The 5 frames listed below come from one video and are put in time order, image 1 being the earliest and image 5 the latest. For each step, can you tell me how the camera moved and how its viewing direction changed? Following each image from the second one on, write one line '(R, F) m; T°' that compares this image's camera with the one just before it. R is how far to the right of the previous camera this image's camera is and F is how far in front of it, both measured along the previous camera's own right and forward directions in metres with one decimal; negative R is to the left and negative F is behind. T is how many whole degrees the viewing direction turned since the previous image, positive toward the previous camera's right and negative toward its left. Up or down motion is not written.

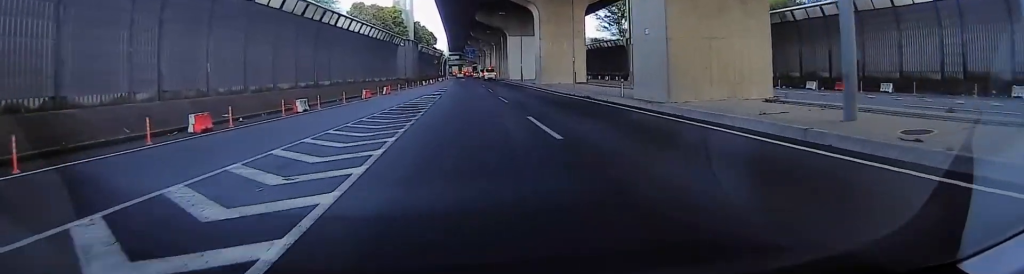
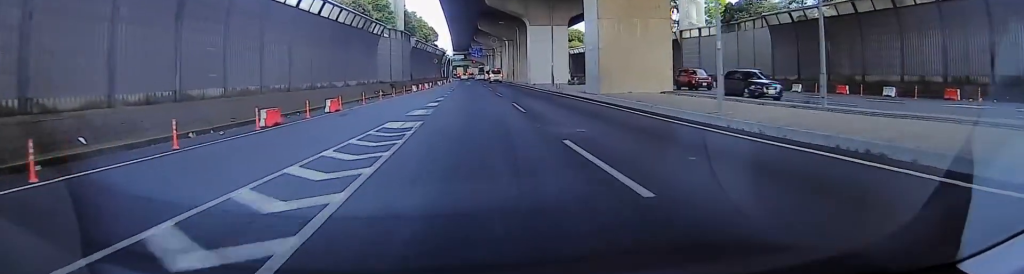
(+0.4, +20.8) m; 0°
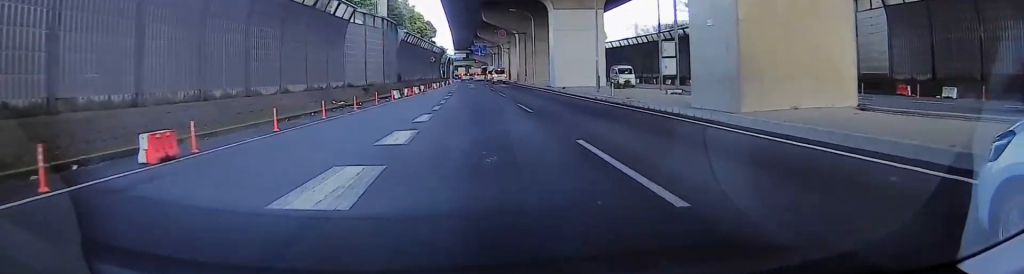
(+0.3, +15.3) m; +3°
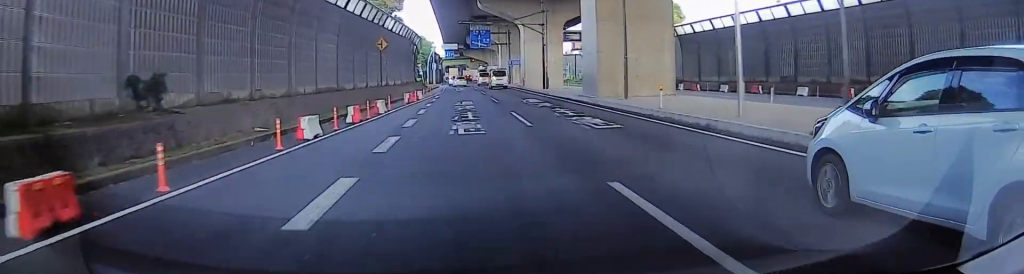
(-0.1, +49.5) m; +3°
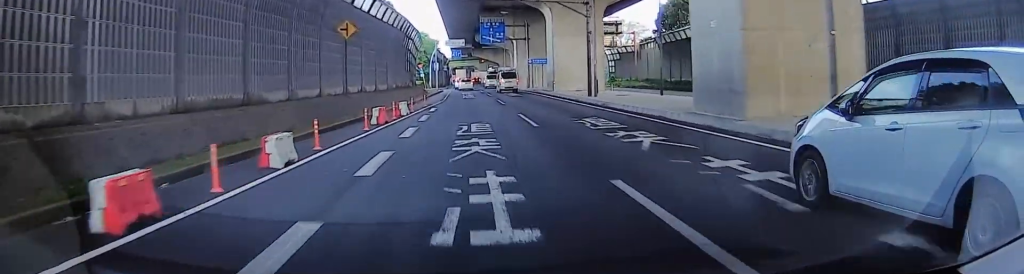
(-0.5, +15.3) m; -2°
